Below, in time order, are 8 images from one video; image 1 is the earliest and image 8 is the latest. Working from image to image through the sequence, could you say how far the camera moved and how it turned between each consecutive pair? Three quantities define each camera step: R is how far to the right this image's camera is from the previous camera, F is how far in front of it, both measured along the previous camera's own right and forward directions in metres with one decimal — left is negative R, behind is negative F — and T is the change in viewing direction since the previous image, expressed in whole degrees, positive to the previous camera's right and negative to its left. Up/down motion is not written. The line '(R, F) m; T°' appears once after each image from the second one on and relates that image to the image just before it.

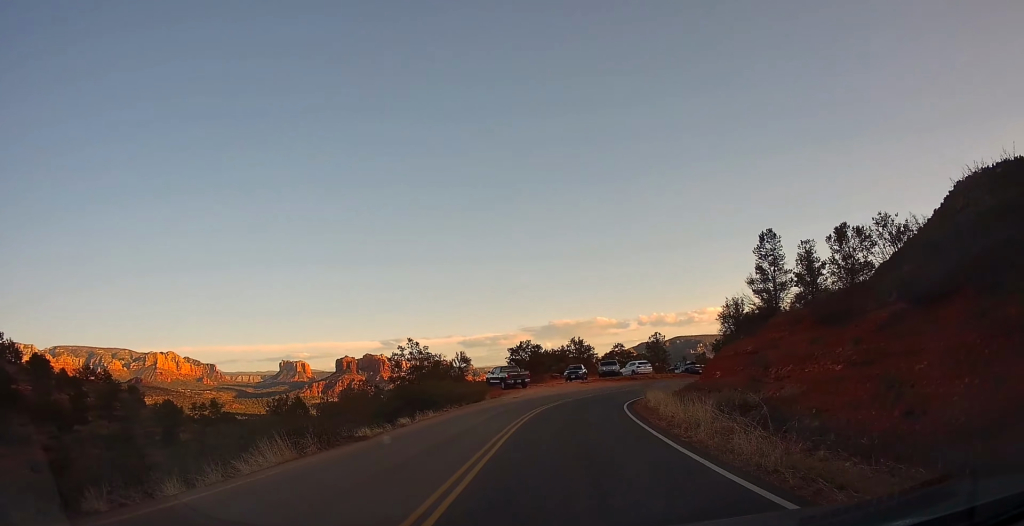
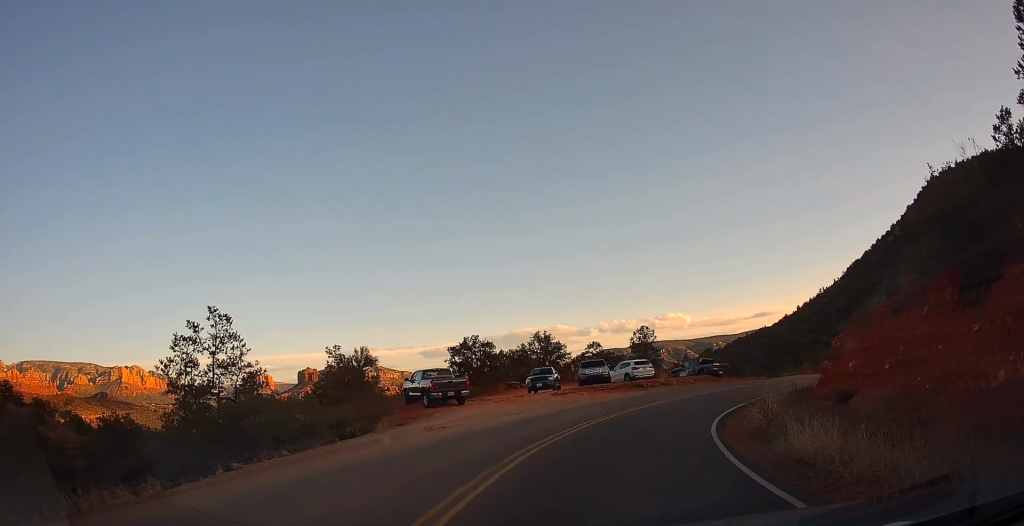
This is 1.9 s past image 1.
(0.0, +22.7) m; +1°
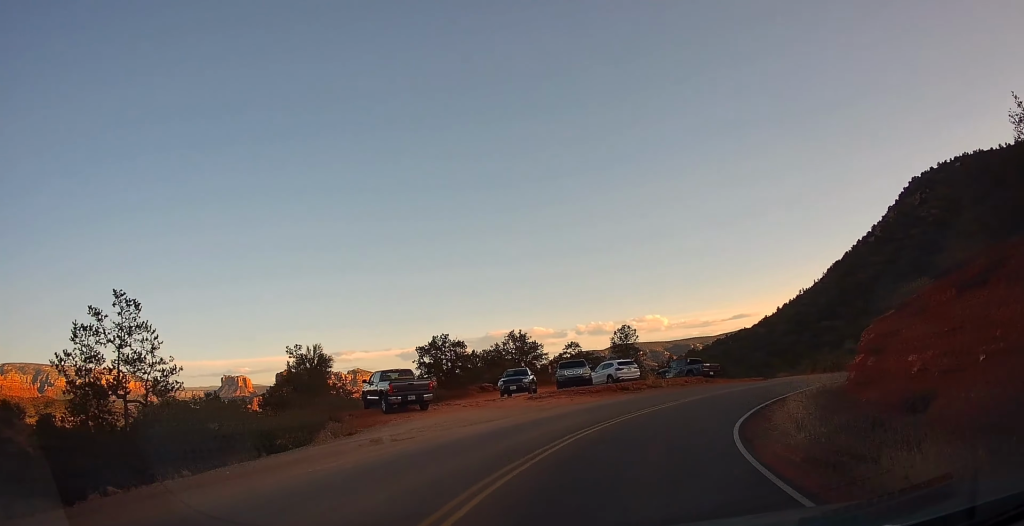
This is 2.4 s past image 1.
(0.0, +4.4) m; +1°
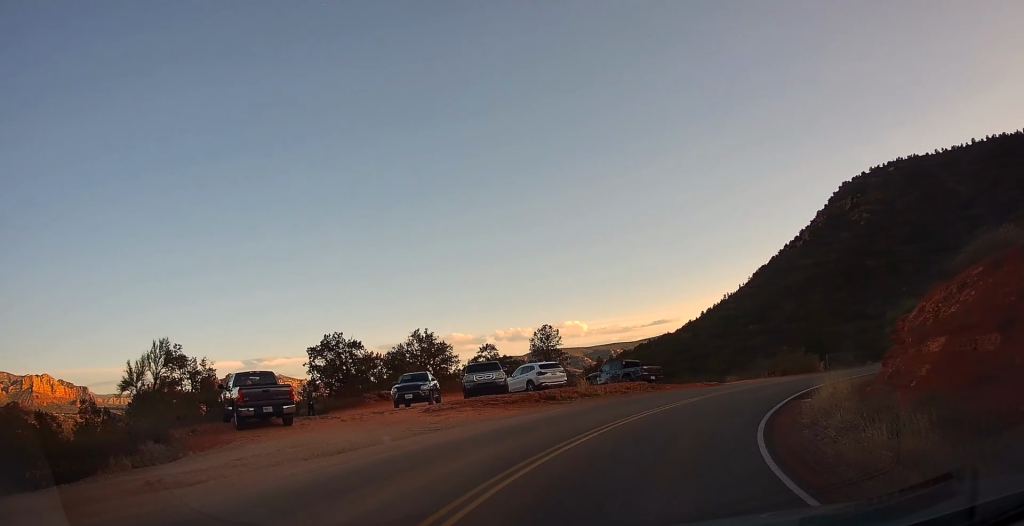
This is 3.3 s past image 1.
(+0.1, +7.5) m; +8°
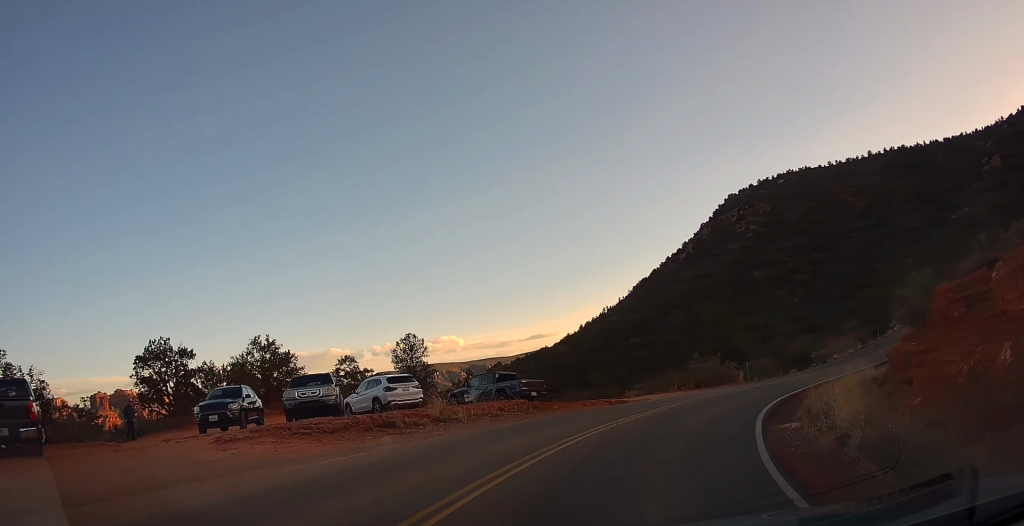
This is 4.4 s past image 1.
(+1.3, +7.3) m; +17°
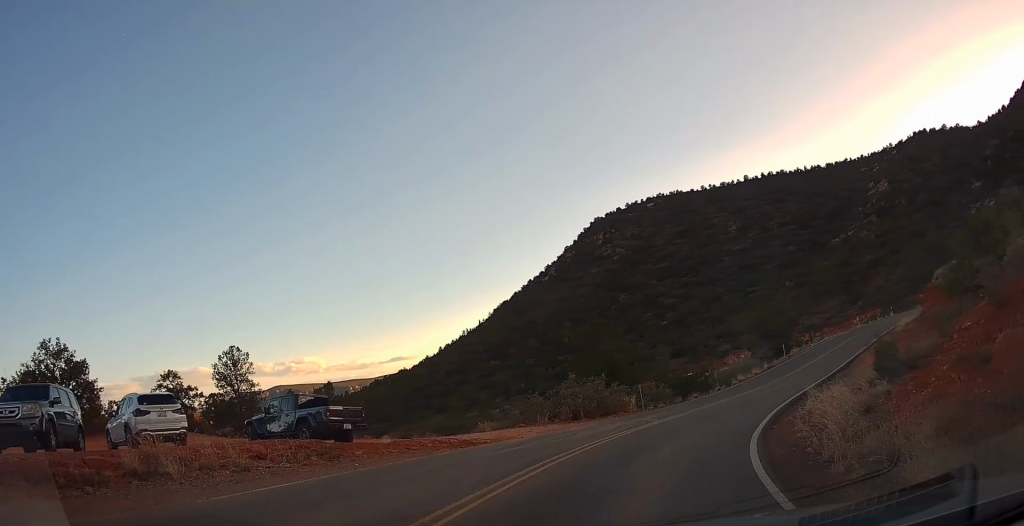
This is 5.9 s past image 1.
(+1.5, +8.3) m; +19°
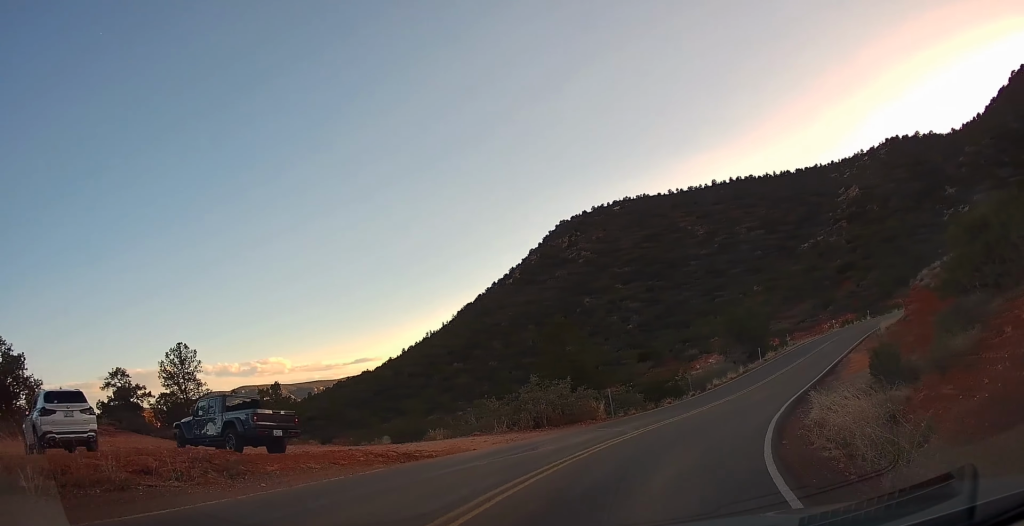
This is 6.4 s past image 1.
(+0.1, +2.4) m; +5°
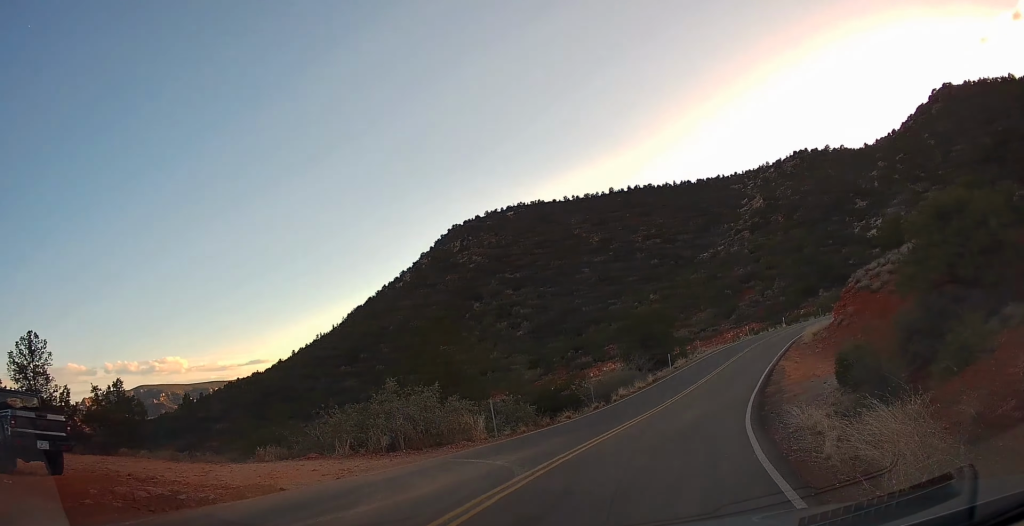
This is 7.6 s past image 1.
(+0.5, +5.1) m; +10°
